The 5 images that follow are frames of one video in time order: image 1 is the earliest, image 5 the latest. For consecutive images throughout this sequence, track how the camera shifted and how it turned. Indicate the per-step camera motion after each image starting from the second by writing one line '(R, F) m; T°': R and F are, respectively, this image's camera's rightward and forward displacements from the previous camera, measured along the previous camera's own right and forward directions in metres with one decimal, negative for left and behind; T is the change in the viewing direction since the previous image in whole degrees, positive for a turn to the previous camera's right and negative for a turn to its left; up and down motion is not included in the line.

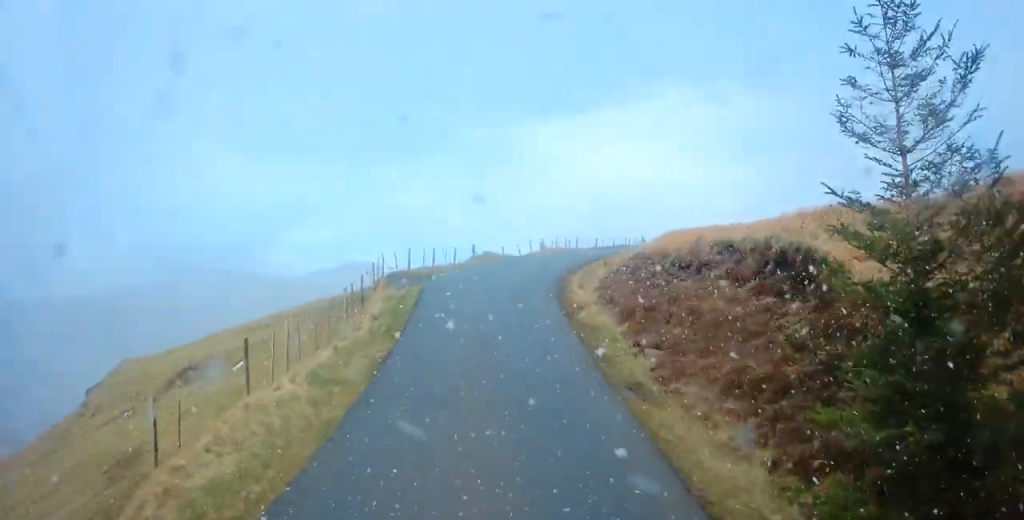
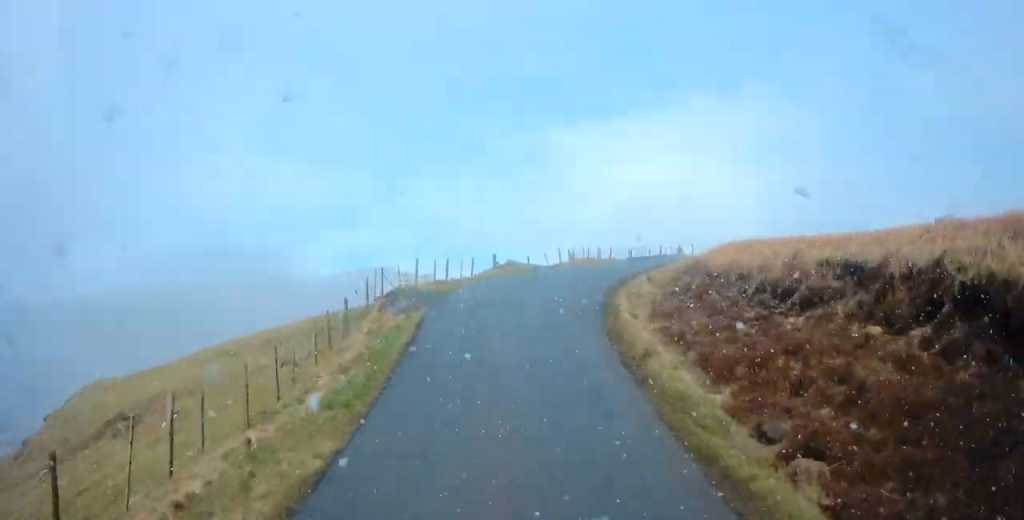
(-0.6, +5.6) m; -3°
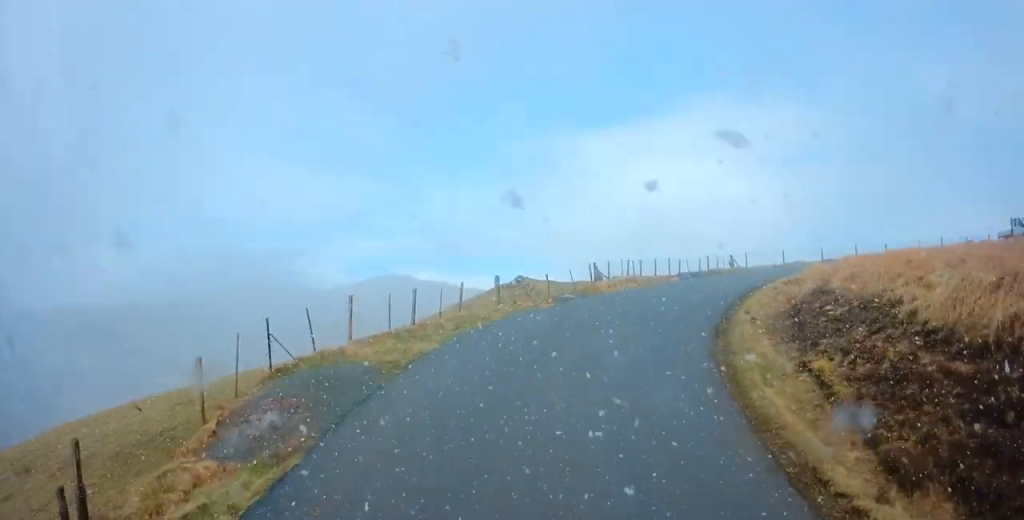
(-0.7, +12.9) m; -1°
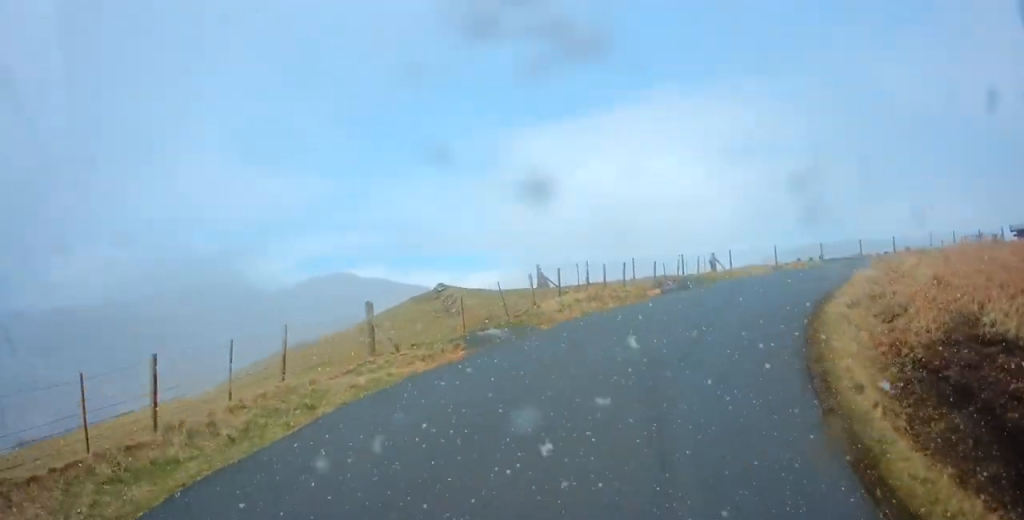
(+0.3, +10.3) m; +6°
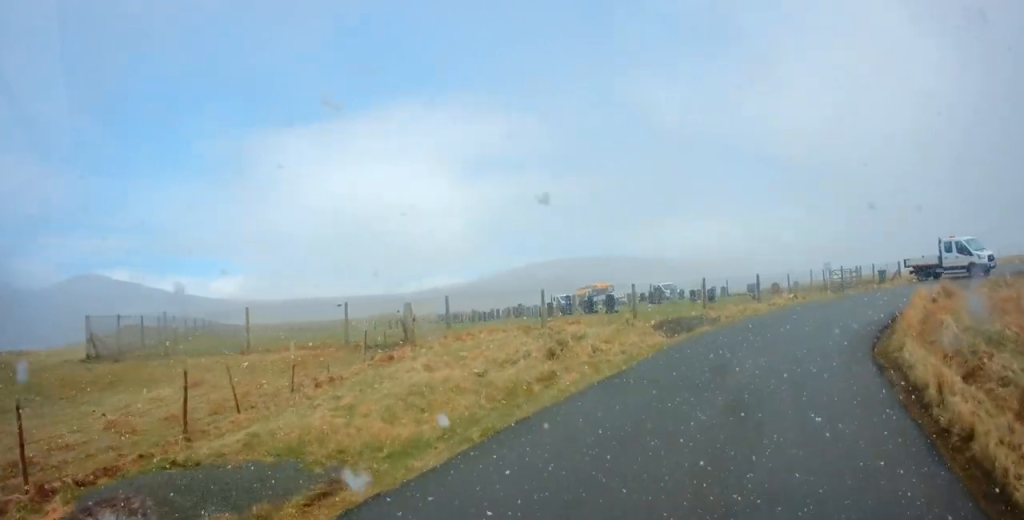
(+4.8, +20.0) m; +32°
